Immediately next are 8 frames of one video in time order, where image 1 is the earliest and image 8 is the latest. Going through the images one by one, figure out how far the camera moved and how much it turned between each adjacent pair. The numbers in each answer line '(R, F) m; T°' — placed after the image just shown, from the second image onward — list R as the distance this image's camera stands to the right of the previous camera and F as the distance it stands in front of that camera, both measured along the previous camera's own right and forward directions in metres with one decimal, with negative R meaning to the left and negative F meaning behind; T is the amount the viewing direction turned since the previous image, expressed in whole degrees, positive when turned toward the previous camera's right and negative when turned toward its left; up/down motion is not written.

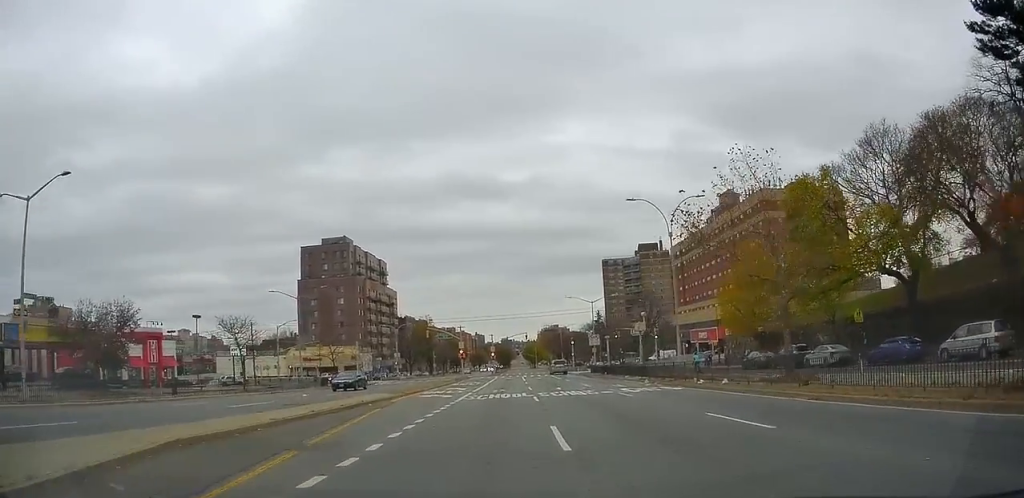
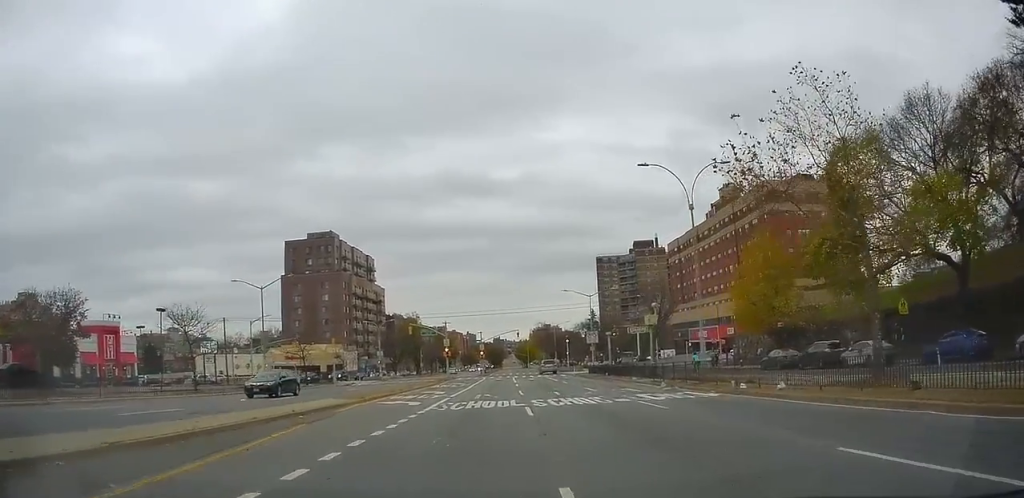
(0.0, +6.3) m; +1°
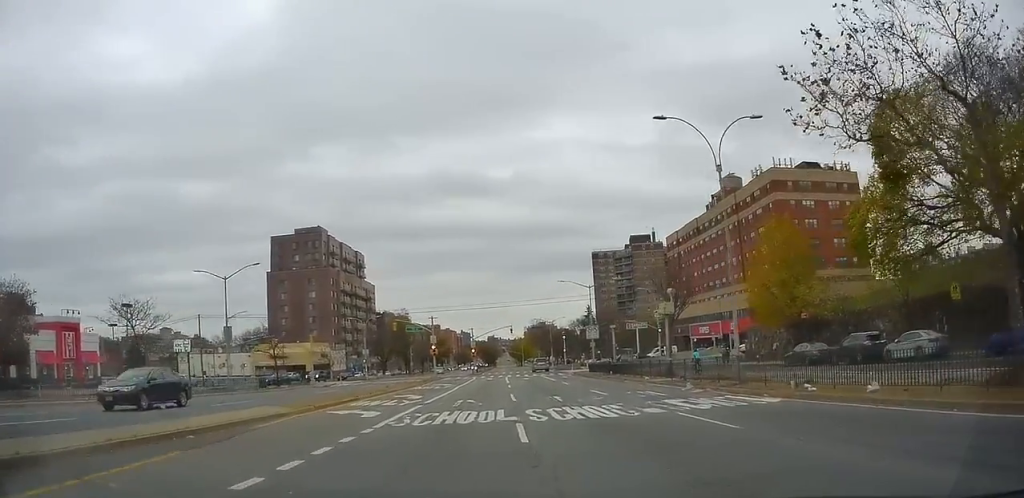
(+0.2, +5.5) m; +1°
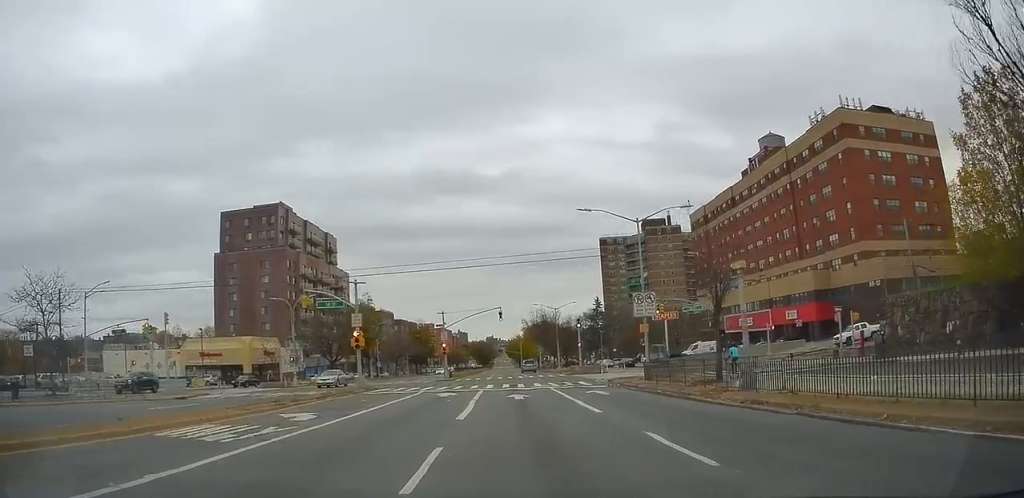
(+0.1, +26.5) m; -2°
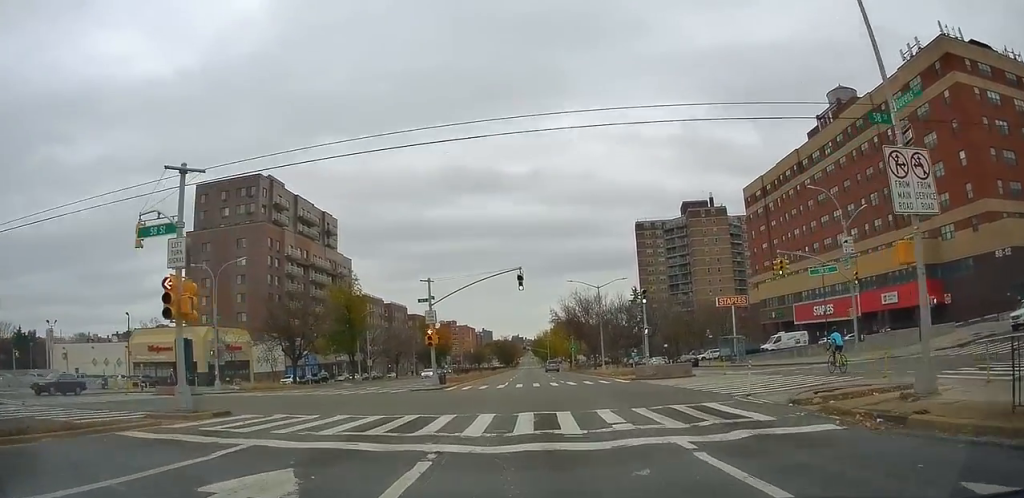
(+0.3, +20.8) m; +2°
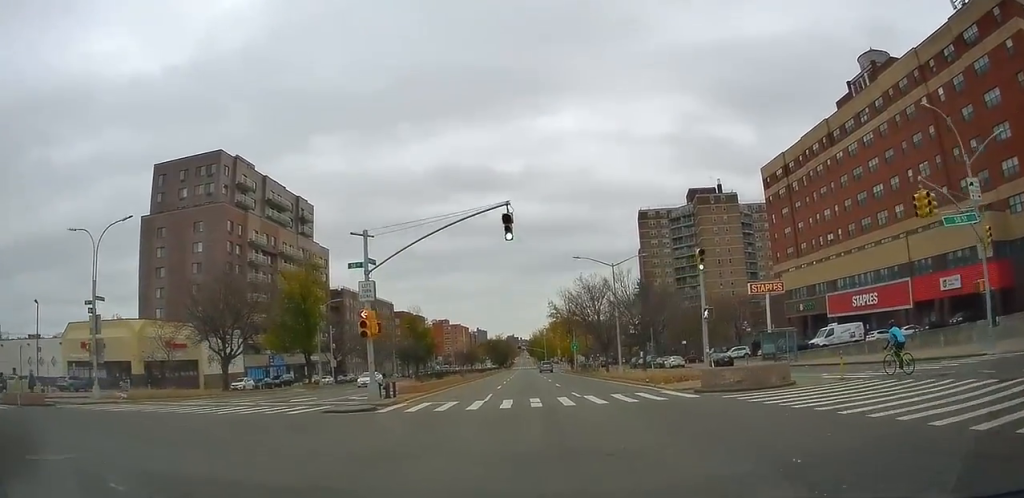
(-0.4, +12.9) m; -4°
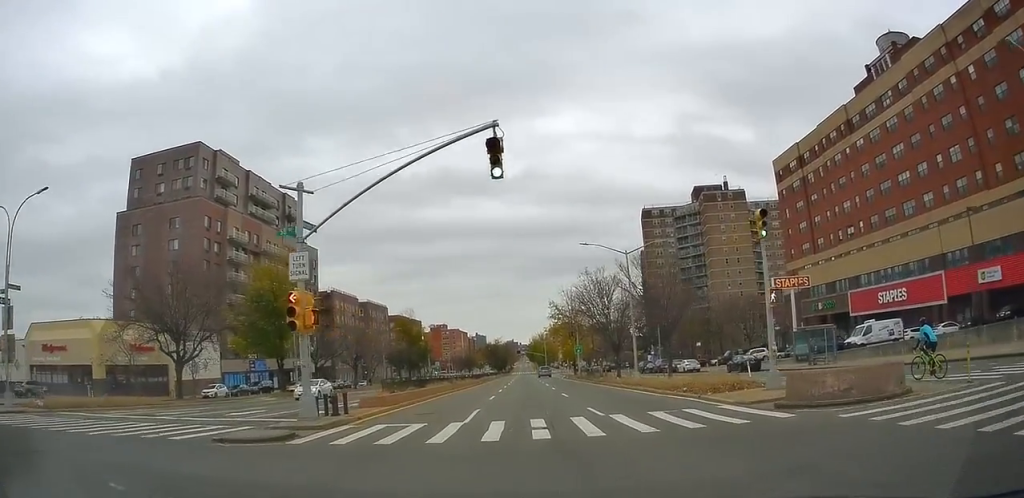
(-0.2, +6.7) m; -1°
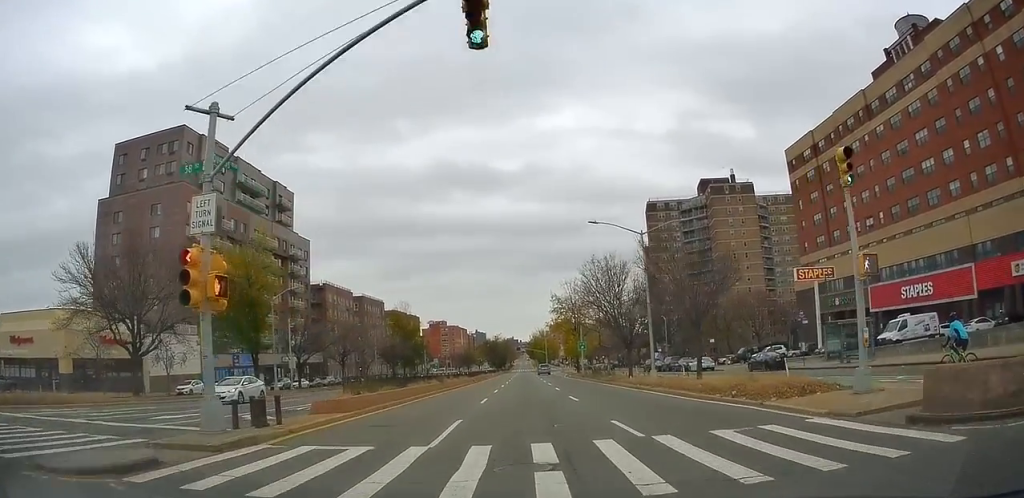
(0.0, +5.1) m; +1°
